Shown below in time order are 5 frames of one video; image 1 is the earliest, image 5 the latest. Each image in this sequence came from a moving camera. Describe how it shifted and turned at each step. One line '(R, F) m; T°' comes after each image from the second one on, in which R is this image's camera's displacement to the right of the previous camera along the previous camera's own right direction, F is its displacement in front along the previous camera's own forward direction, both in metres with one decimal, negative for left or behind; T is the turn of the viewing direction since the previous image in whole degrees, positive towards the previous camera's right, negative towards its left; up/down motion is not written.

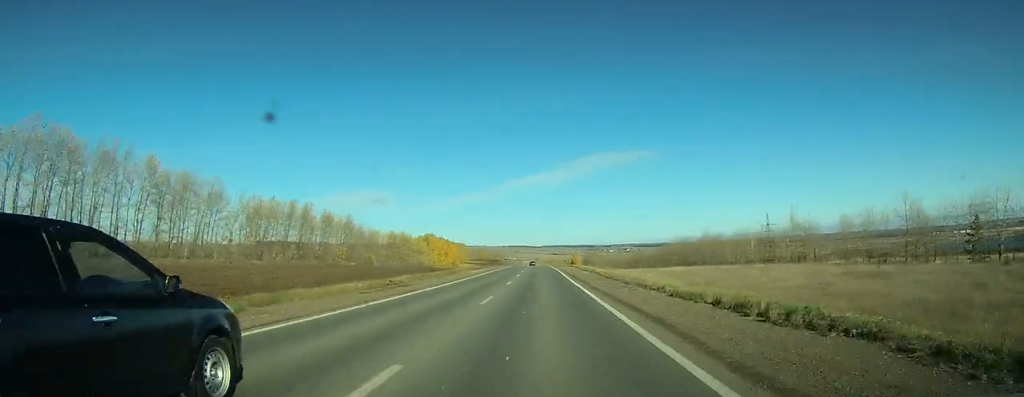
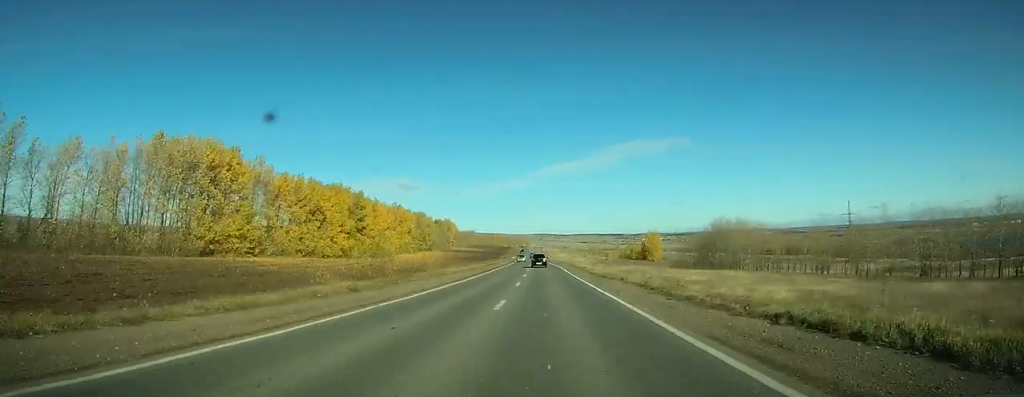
(-6.3, +228.8) m; -3°
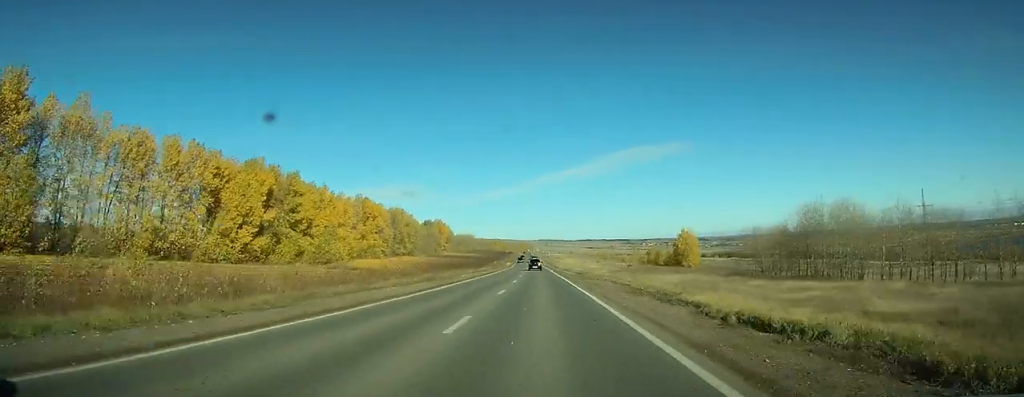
(+0.1, +51.3) m; 0°
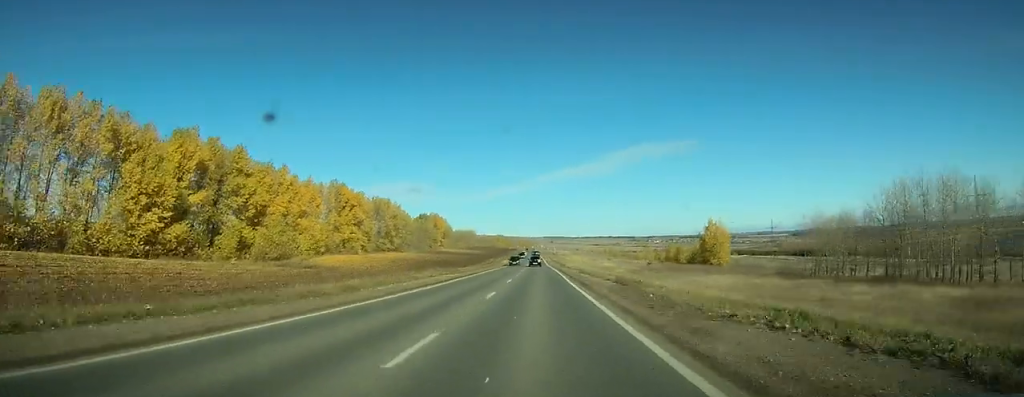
(+0.1, +27.0) m; 0°
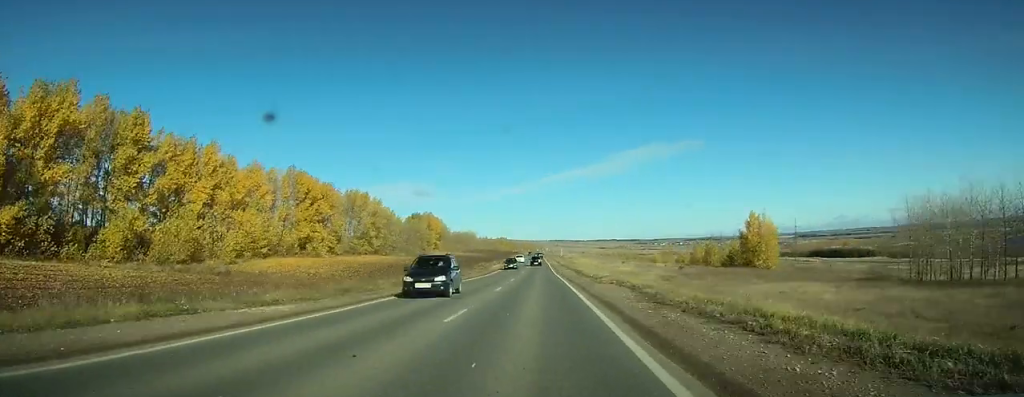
(+0.1, +30.6) m; 0°
